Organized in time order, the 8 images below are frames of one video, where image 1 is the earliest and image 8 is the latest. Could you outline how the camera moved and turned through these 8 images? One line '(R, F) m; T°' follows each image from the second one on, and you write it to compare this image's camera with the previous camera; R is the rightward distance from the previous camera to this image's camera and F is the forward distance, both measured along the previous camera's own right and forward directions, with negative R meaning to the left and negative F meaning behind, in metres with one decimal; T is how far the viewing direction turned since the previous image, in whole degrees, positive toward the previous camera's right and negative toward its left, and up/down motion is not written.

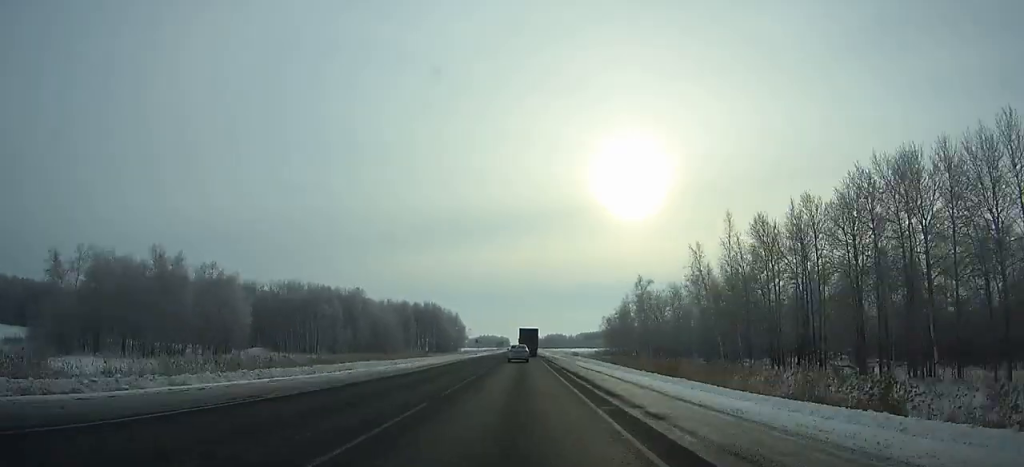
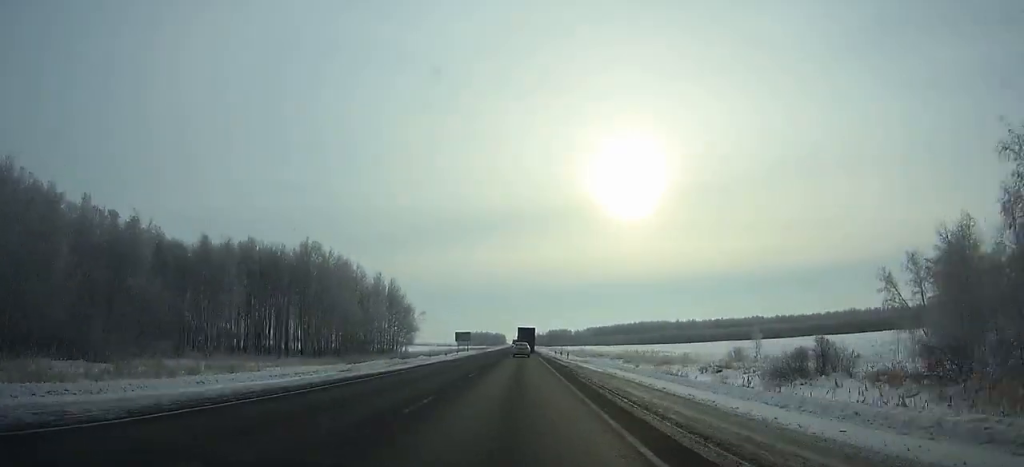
(-0.1, +117.8) m; 0°
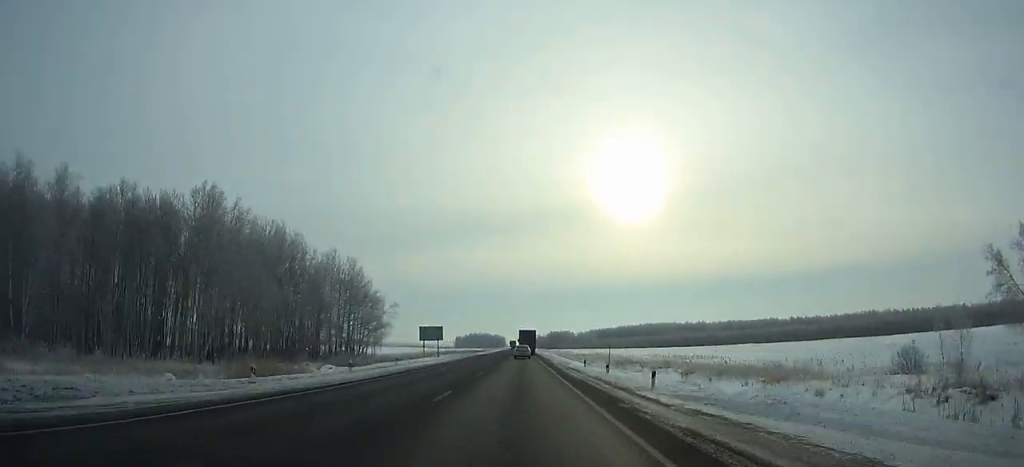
(-0.1, +33.0) m; 0°
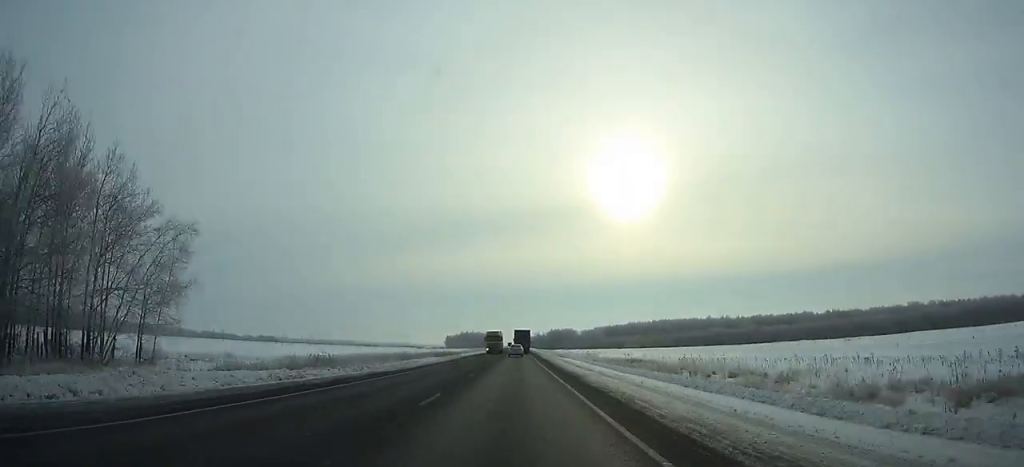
(-0.1, +72.3) m; 0°
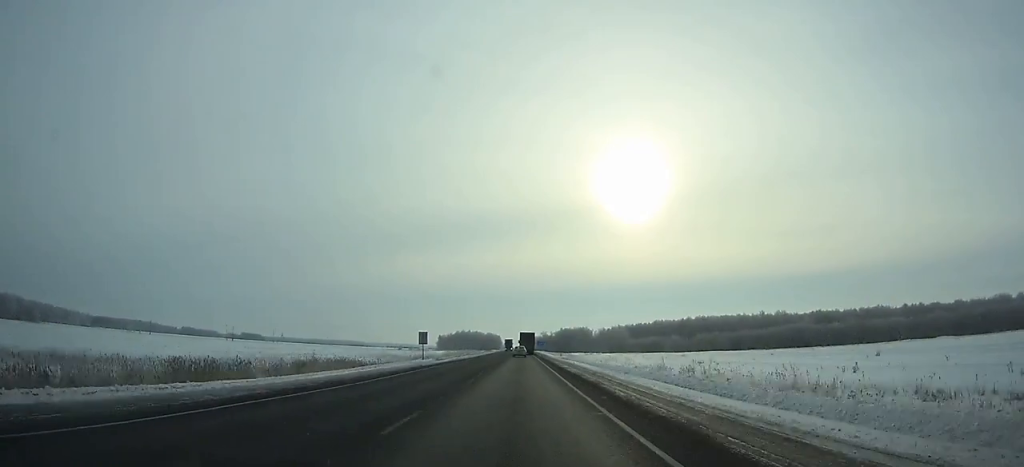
(-0.2, +100.4) m; 0°
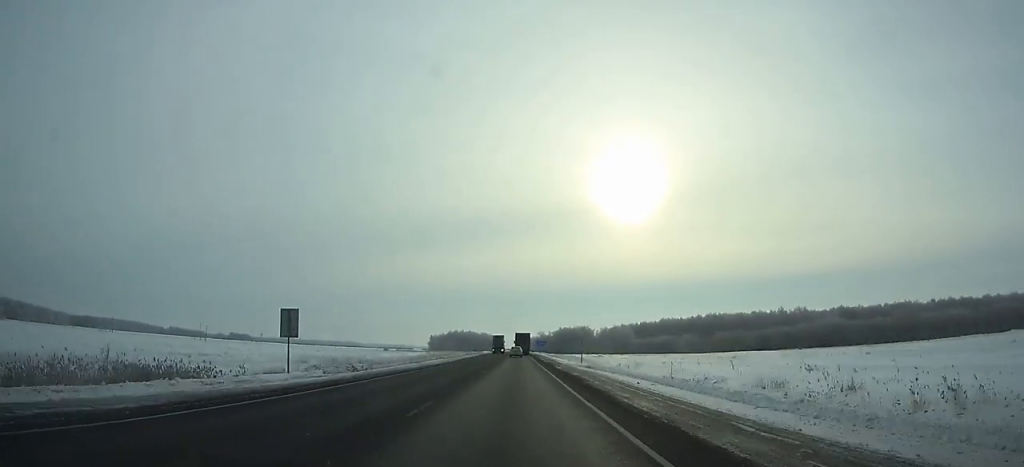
(+0.1, +34.3) m; 0°
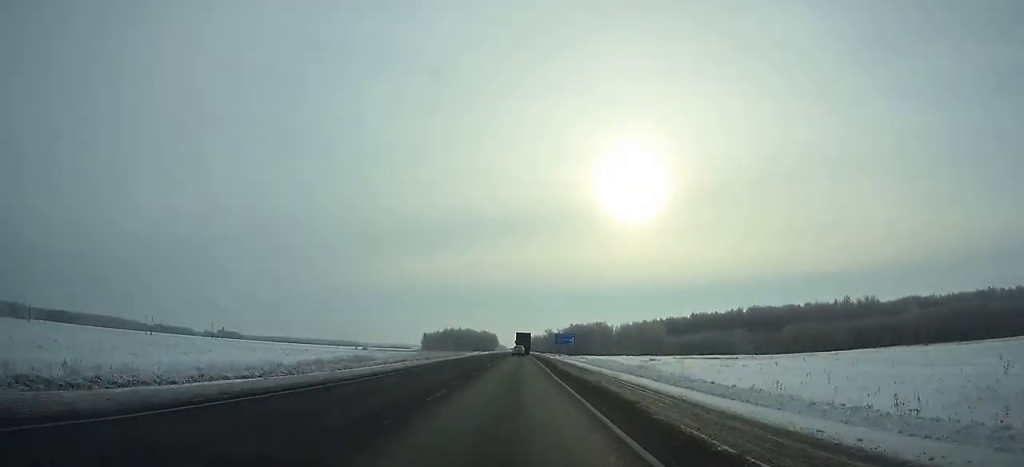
(+0.1, +69.5) m; 0°
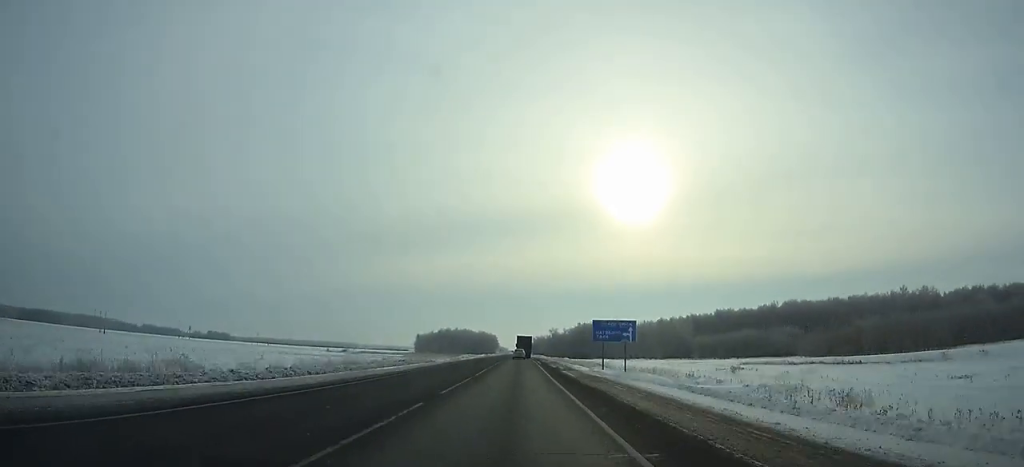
(0.0, +44.1) m; 0°
